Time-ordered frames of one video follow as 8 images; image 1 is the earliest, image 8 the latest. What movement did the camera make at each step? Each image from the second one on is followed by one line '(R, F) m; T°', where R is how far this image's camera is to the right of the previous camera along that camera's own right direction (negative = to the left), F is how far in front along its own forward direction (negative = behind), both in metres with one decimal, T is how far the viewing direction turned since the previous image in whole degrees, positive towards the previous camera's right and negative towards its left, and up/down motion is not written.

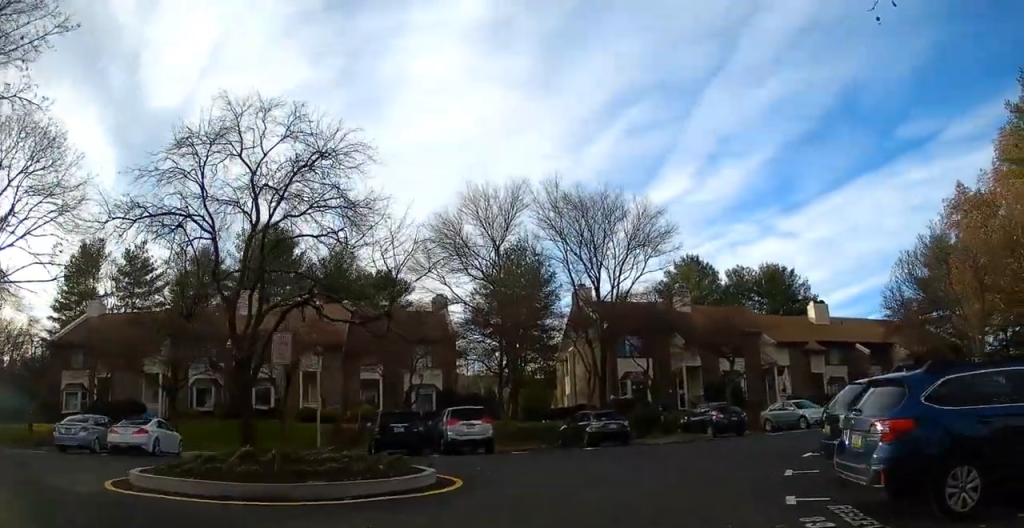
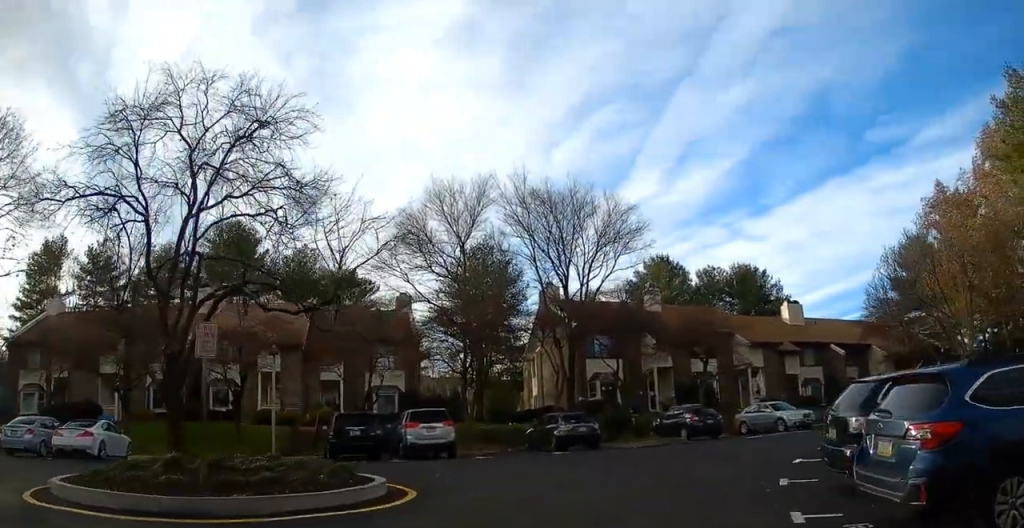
(-0.1, +1.7) m; +2°
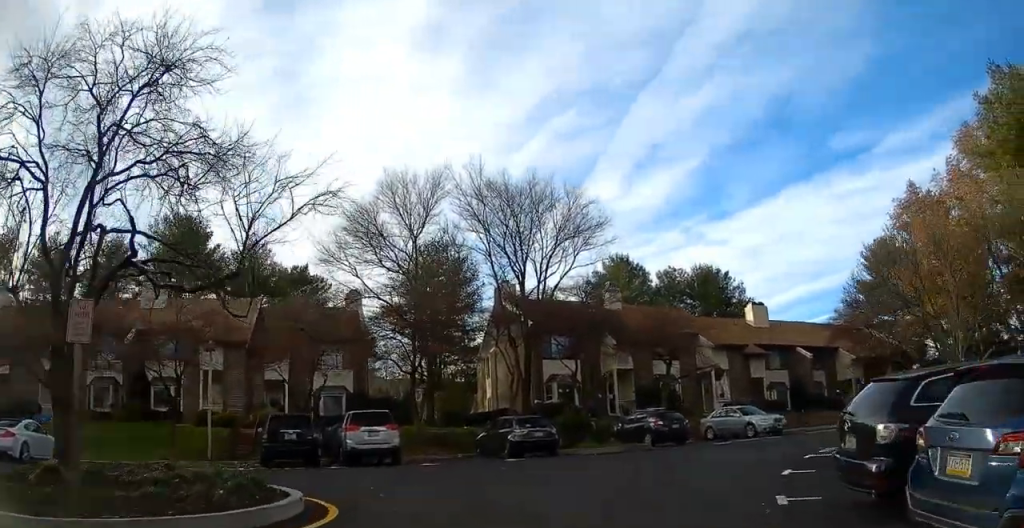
(+0.2, +2.0) m; +1°
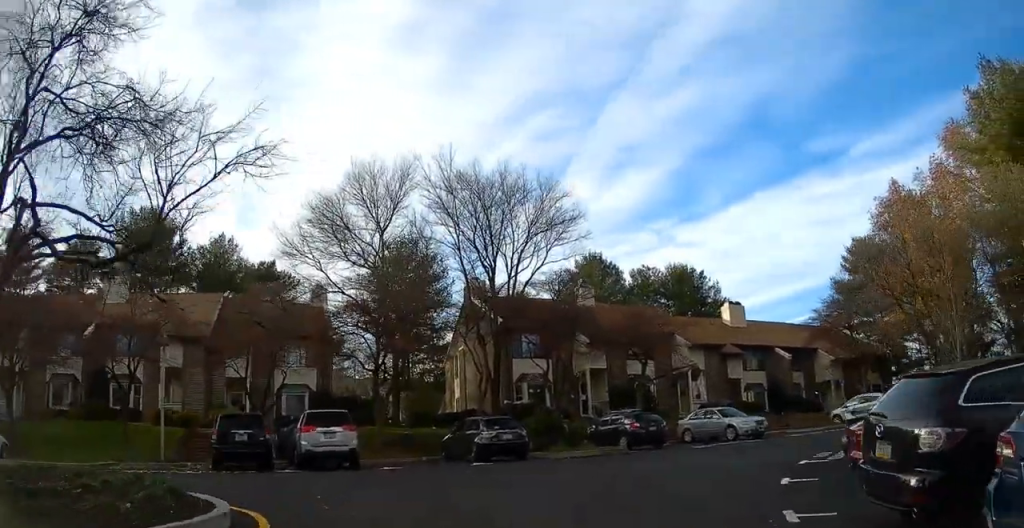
(+0.1, +1.5) m; +1°
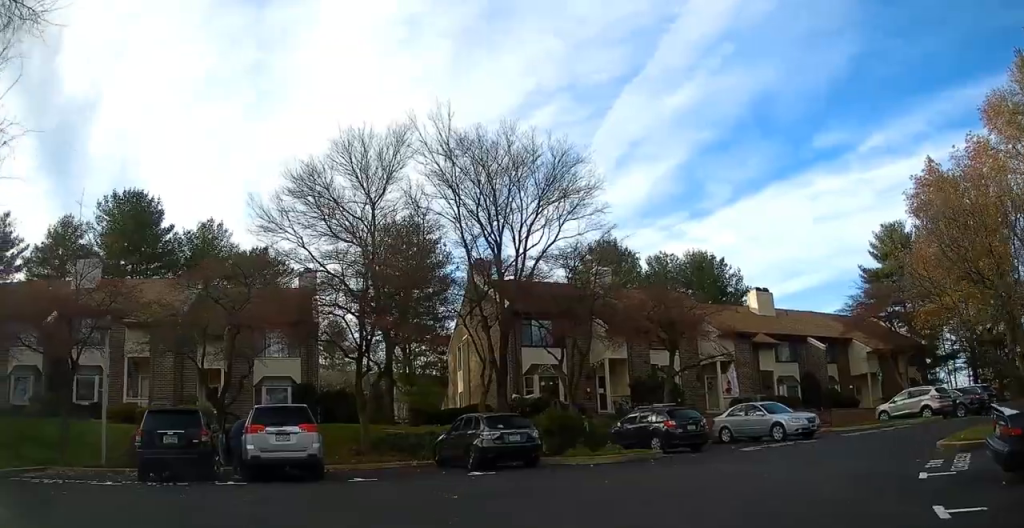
(0.0, +4.4) m; -1°
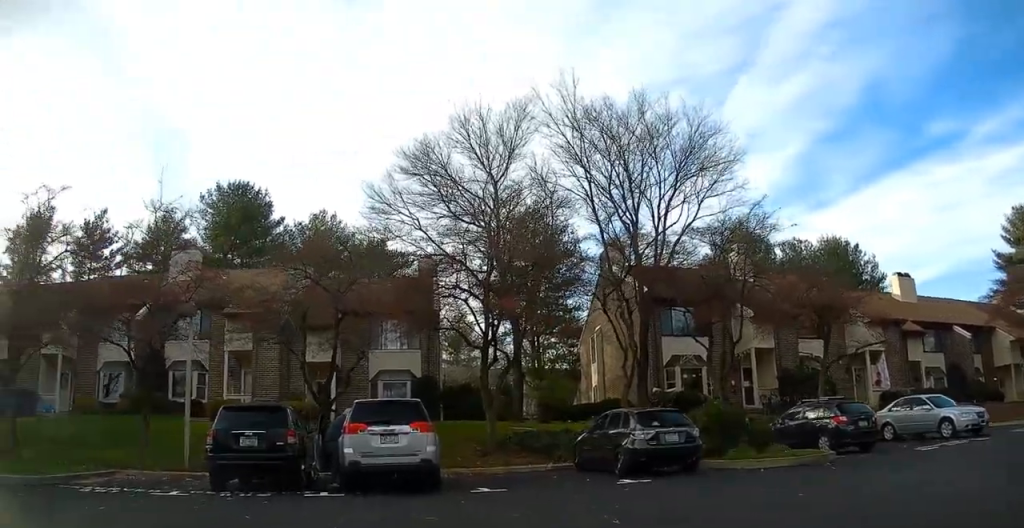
(-0.1, +2.7) m; -14°
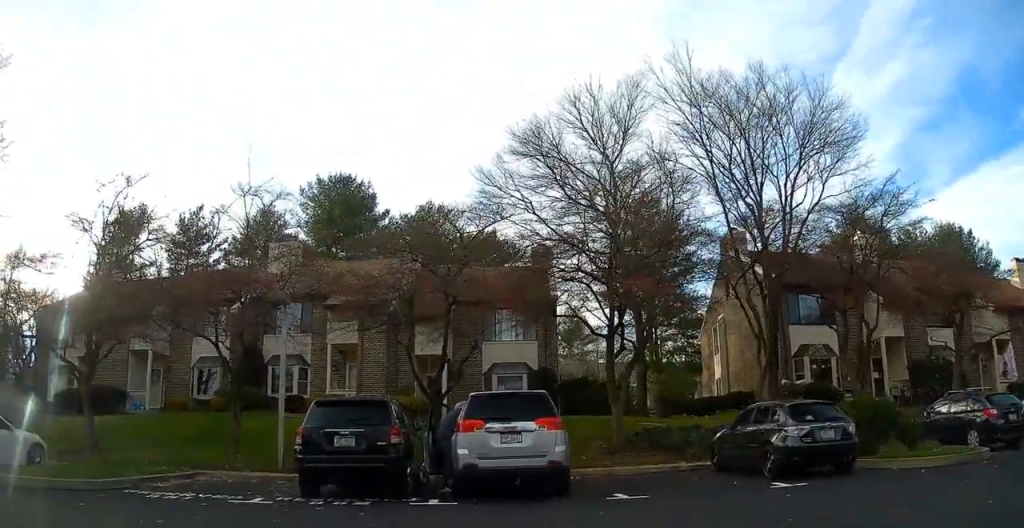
(-0.2, +1.6) m; -13°
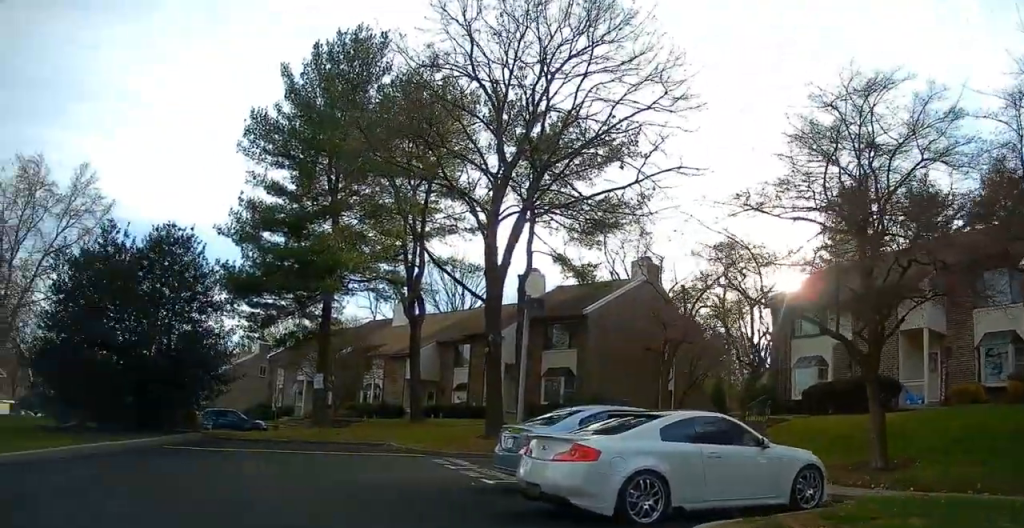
(-3.4, +5.5) m; -72°
